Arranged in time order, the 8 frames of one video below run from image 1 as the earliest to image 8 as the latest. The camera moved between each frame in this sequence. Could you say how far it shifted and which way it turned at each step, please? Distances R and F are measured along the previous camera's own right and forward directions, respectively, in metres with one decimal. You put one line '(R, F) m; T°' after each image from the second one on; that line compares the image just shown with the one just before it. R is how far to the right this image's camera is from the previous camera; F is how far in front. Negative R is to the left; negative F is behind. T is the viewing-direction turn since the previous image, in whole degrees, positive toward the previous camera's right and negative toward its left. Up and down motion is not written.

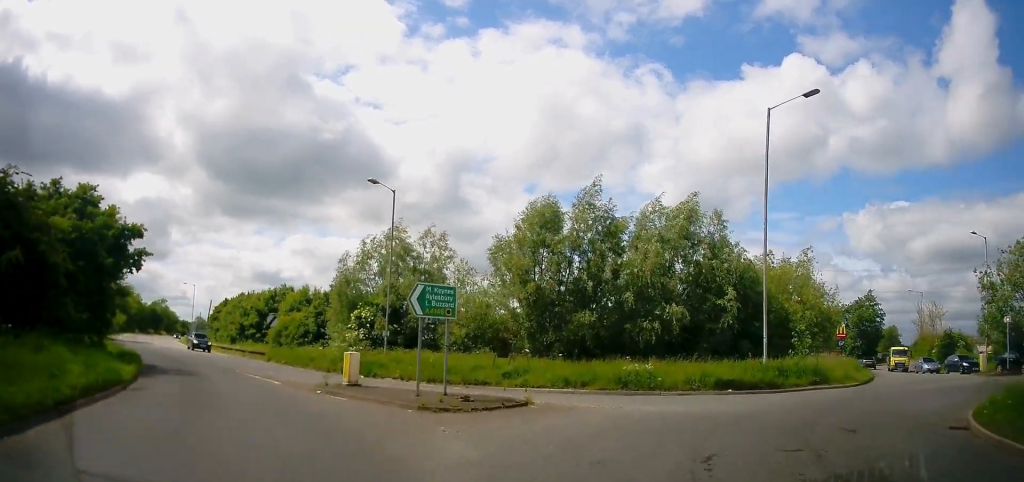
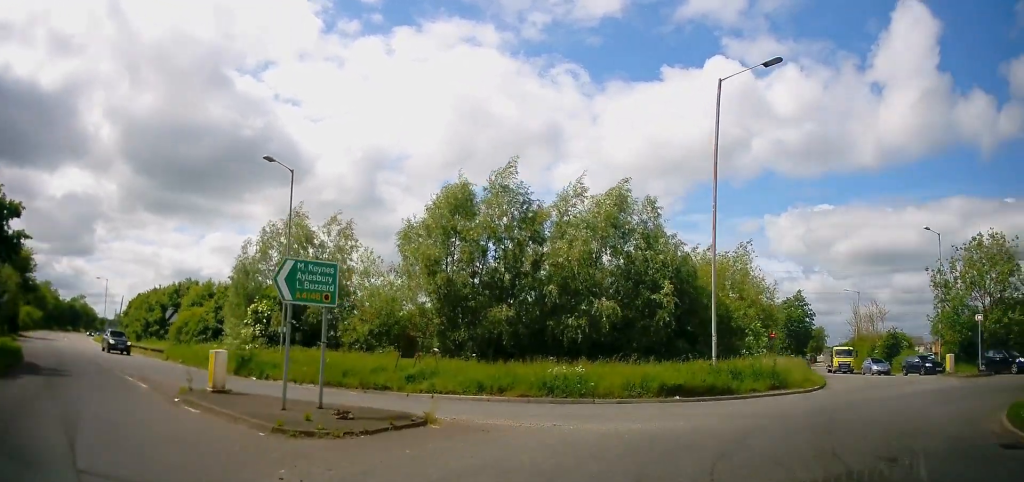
(+0.1, +3.2) m; +10°
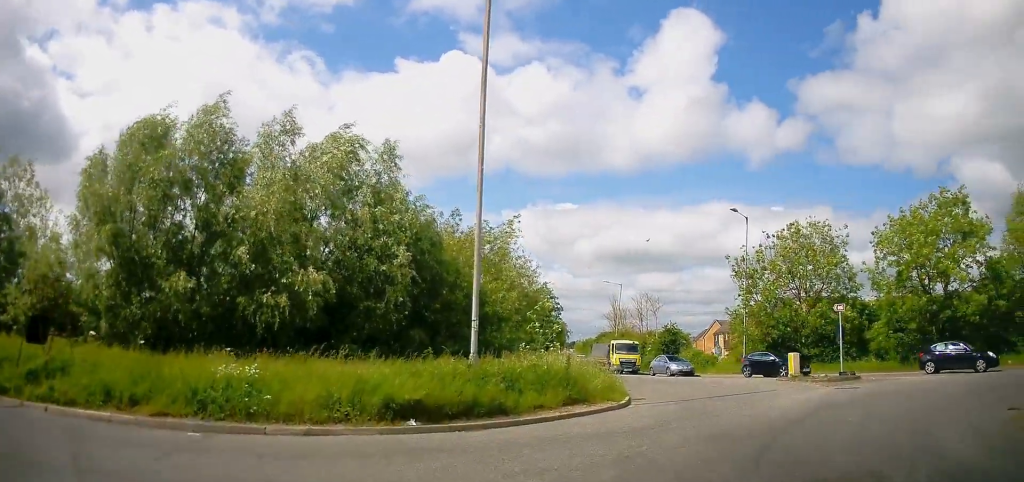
(+1.7, +7.4) m; +24°
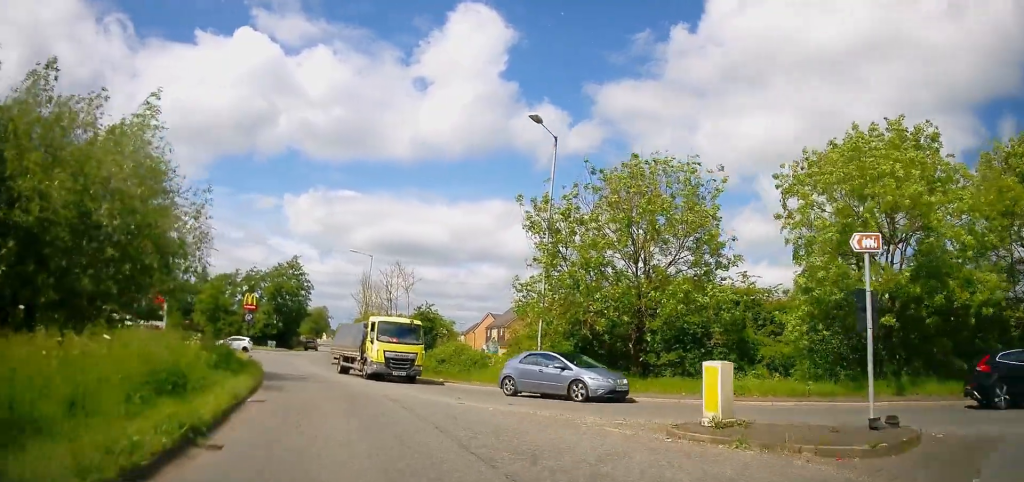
(+4.0, +14.5) m; +18°
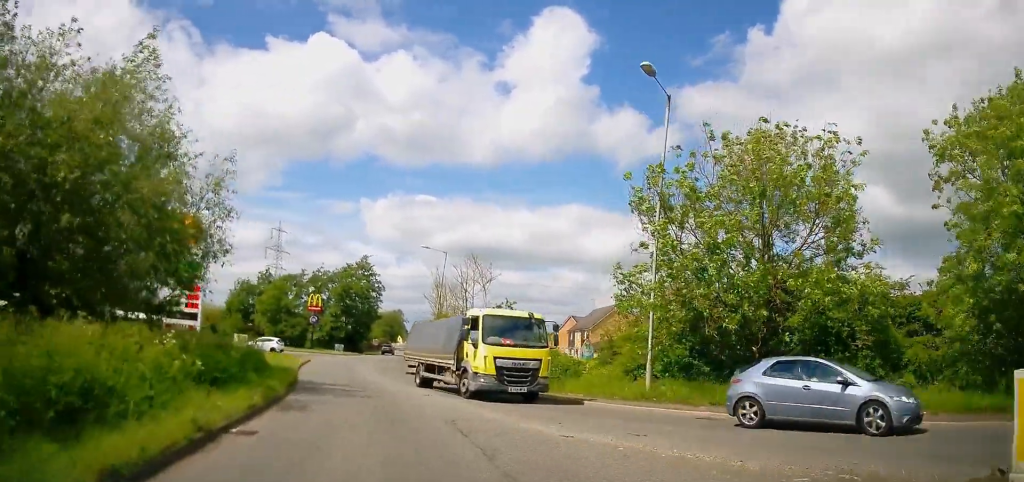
(-0.2, +5.0) m; -7°
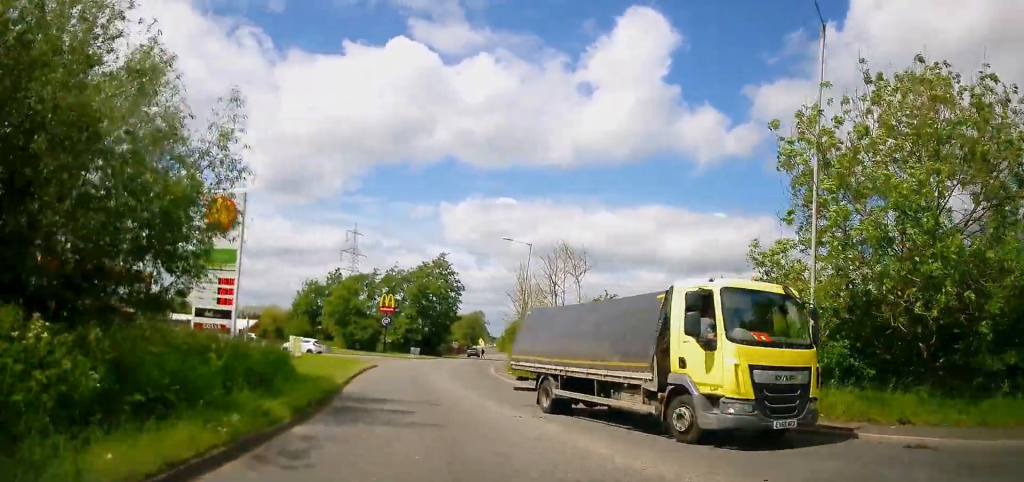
(-0.3, +5.0) m; -7°
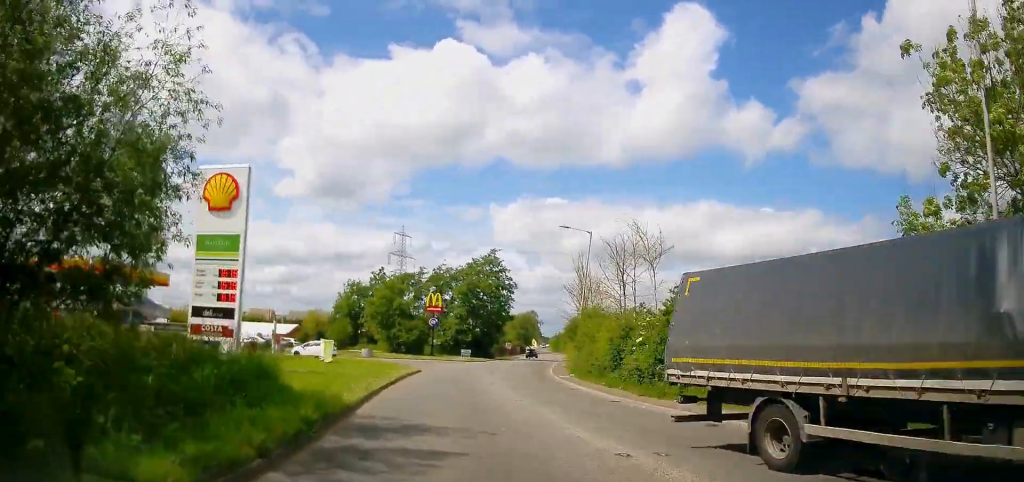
(-0.4, +4.6) m; -4°
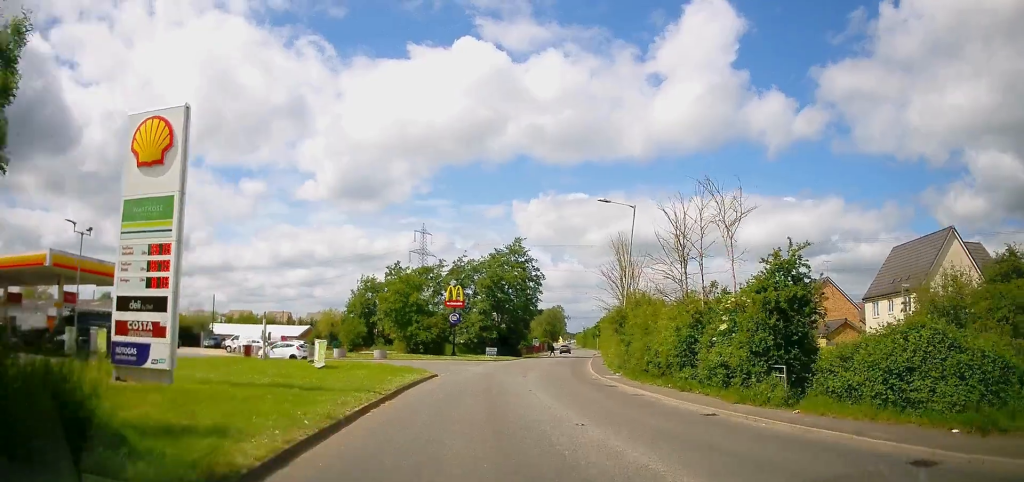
(-0.1, +6.1) m; -2°
